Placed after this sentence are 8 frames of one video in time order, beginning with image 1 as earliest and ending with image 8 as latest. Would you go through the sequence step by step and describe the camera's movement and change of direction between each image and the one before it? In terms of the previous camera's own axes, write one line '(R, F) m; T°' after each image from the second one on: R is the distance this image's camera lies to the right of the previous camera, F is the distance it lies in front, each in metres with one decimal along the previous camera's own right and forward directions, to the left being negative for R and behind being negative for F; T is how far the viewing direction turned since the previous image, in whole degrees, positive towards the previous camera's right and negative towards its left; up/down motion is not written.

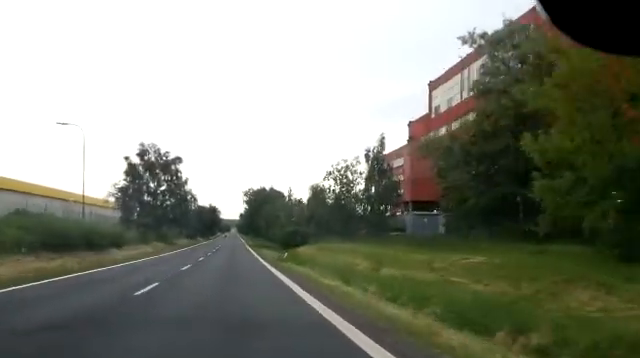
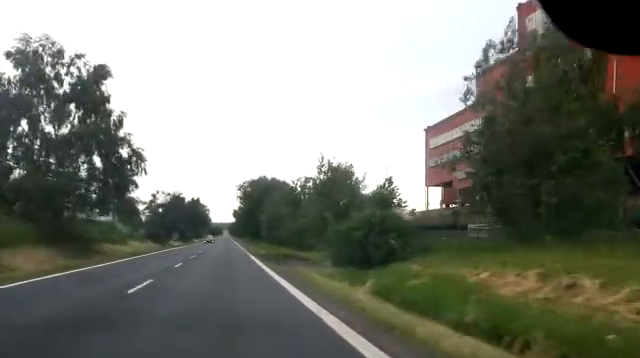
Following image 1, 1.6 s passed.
(-0.5, +36.9) m; -1°
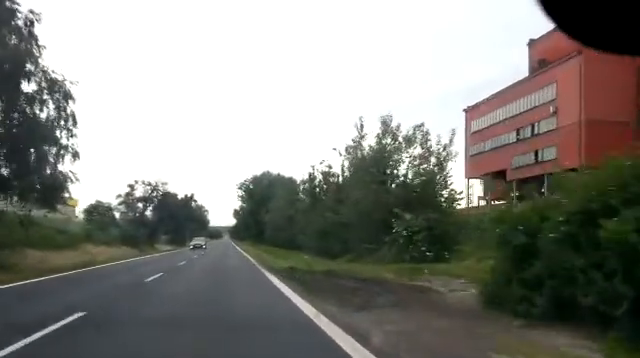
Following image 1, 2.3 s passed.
(0.0, +15.2) m; 0°
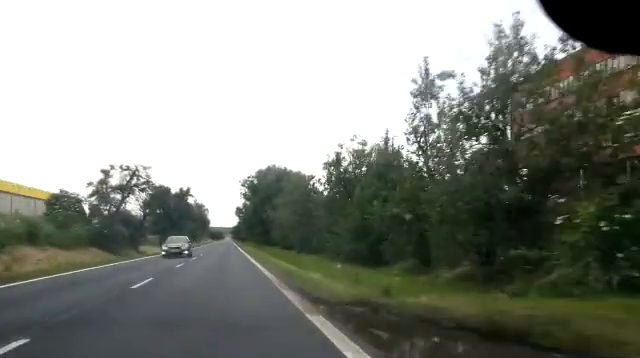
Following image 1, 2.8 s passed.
(0.0, +11.6) m; +1°
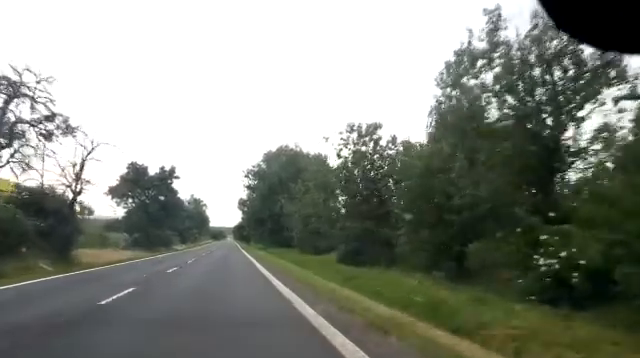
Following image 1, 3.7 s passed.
(+0.2, +21.9) m; 0°
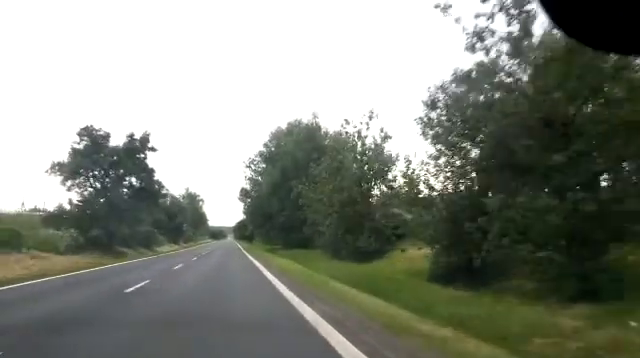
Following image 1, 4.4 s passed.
(0.0, +16.5) m; 0°
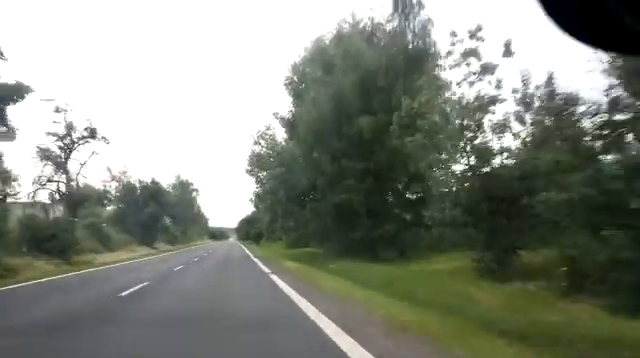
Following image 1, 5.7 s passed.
(-0.1, +29.1) m; -1°
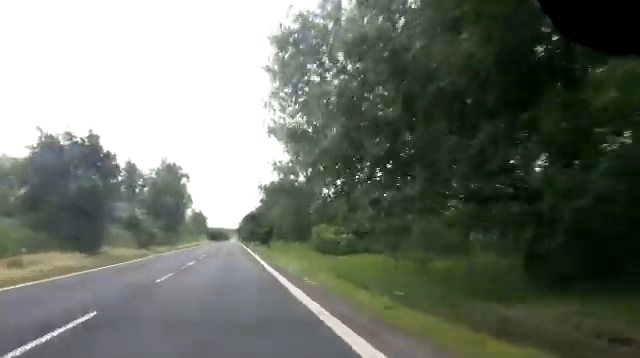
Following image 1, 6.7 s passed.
(-0.5, +24.4) m; -1°
